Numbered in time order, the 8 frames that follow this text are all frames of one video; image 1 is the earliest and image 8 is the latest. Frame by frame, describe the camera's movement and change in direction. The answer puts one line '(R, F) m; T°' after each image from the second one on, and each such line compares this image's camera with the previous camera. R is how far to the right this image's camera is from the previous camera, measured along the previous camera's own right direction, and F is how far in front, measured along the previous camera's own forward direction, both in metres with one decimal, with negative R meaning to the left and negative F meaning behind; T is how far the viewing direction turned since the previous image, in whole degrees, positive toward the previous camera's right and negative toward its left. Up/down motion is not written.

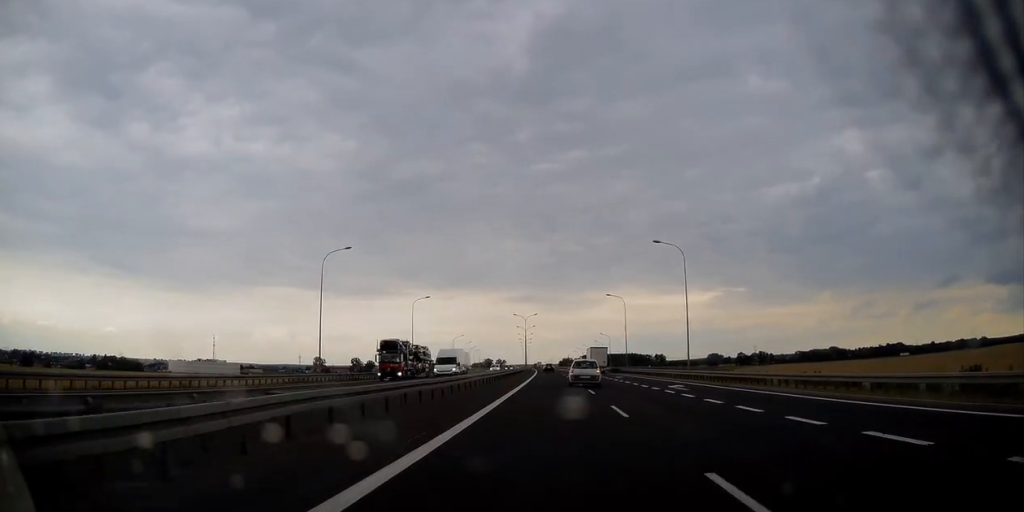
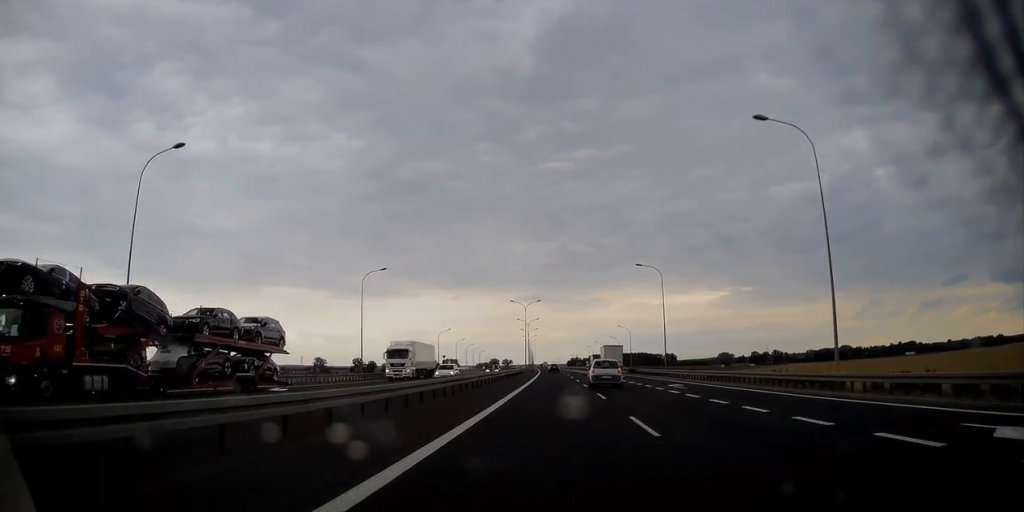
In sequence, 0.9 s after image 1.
(-0.2, +28.0) m; -1°
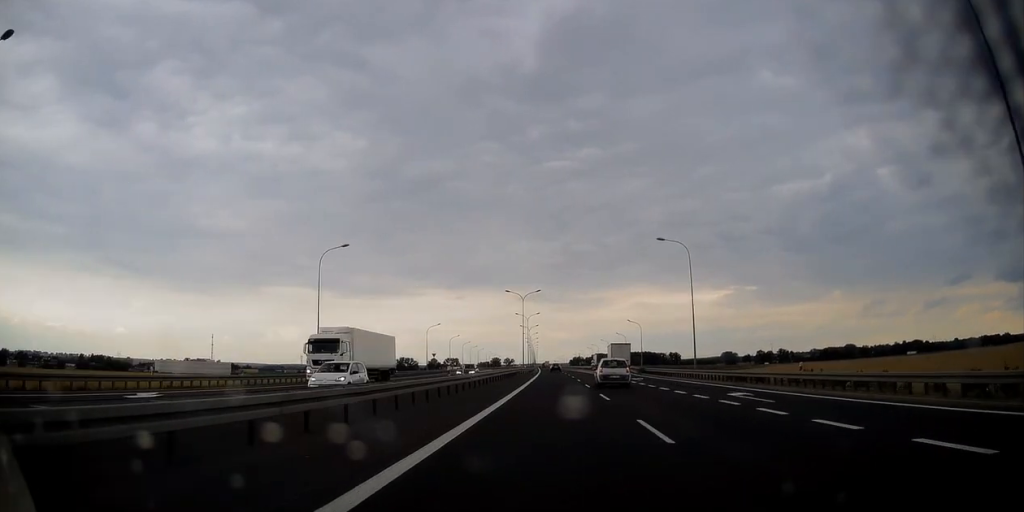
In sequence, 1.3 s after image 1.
(-0.1, +13.0) m; 0°
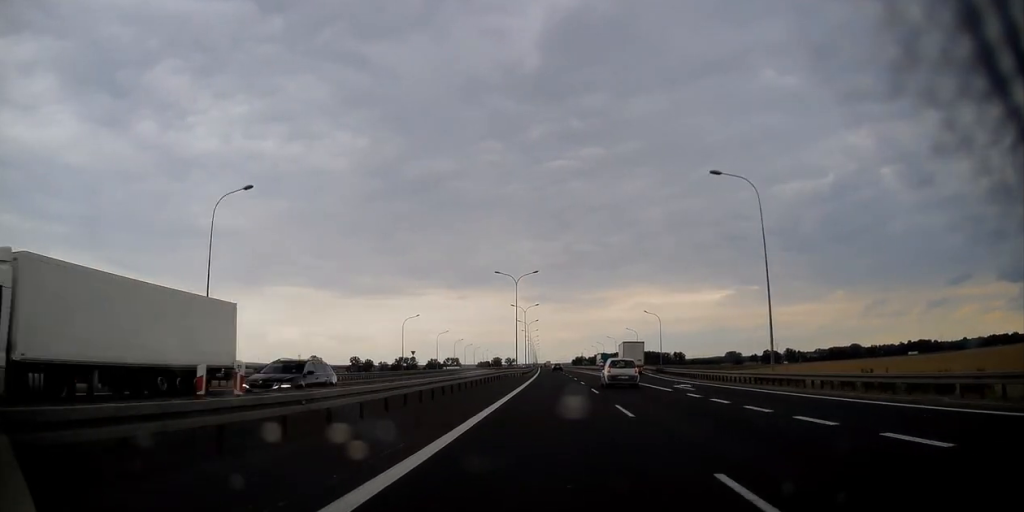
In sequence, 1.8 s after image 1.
(0.0, +18.6) m; 0°
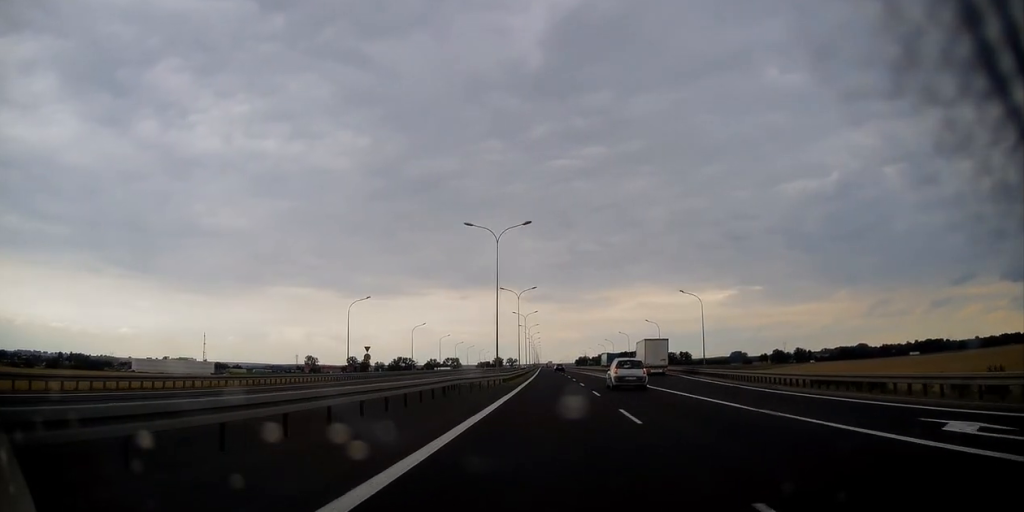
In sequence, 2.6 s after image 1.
(0.0, +25.4) m; 0°
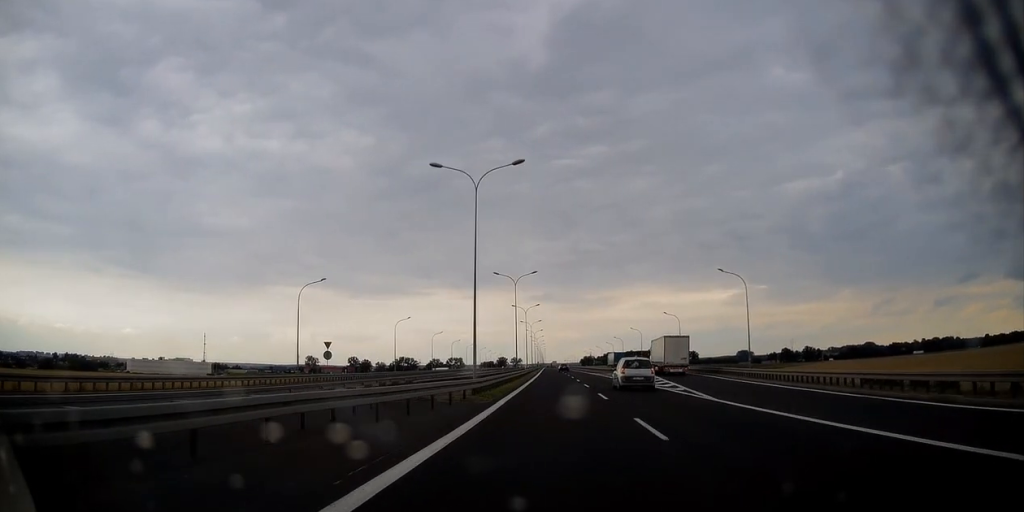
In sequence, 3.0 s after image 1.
(-0.1, +14.5) m; 0°
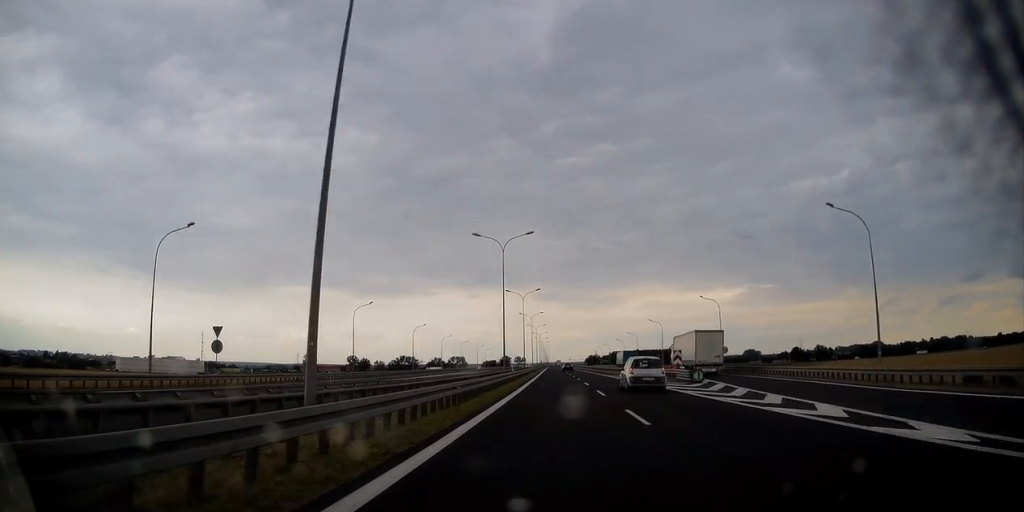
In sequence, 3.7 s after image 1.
(-0.1, +21.5) m; 0°
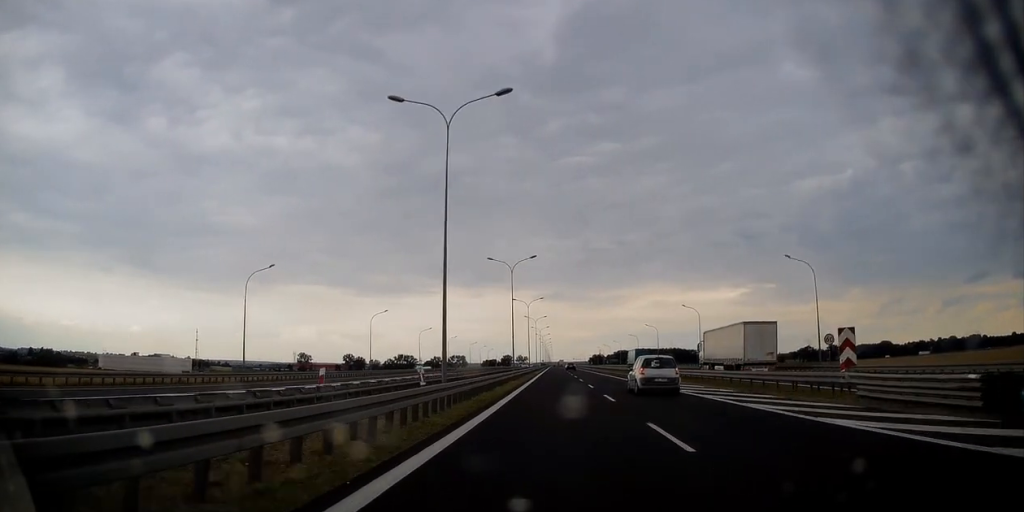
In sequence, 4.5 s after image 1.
(0.0, +27.5) m; 0°
